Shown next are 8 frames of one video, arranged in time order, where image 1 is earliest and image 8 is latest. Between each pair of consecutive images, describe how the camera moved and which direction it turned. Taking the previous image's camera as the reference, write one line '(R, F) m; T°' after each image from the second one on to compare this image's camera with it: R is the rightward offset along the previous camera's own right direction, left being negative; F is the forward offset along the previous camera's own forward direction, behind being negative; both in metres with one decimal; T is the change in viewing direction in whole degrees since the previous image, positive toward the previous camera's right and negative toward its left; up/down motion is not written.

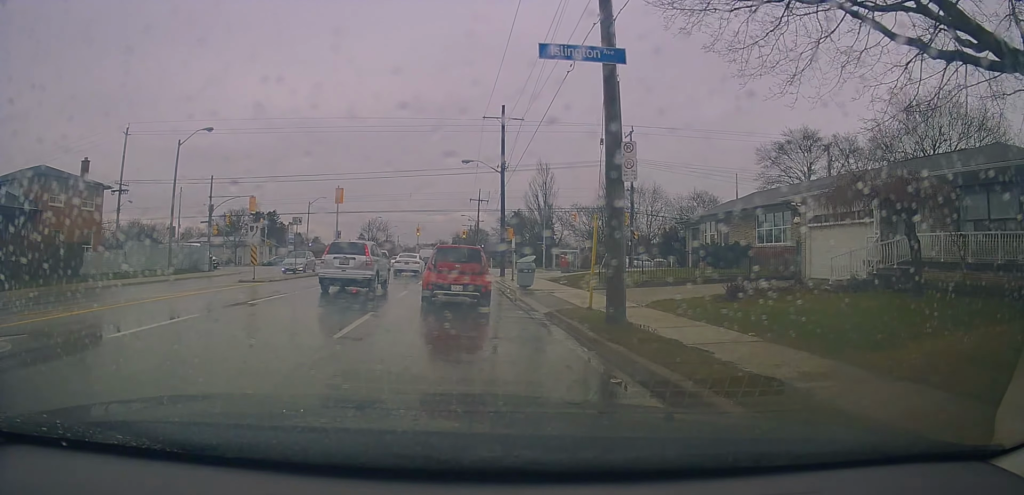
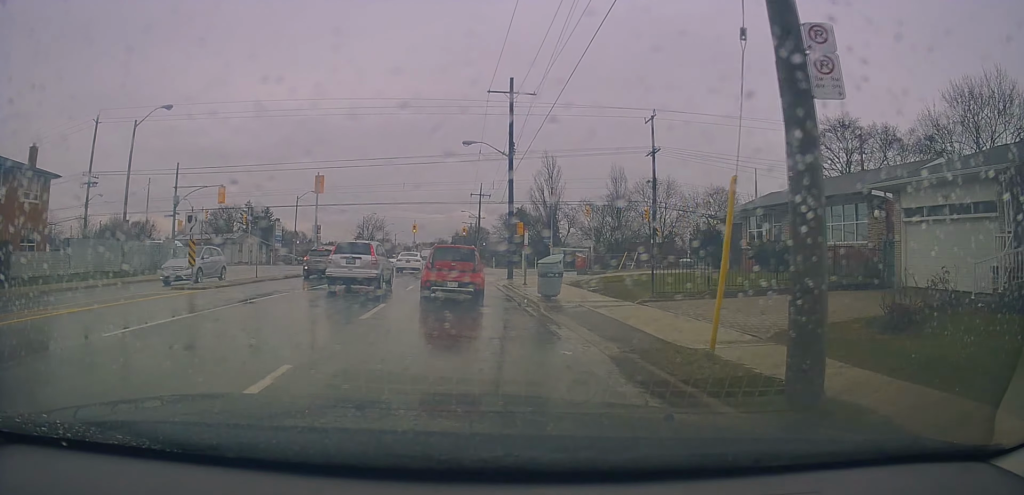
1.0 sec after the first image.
(0.0, +5.8) m; +3°
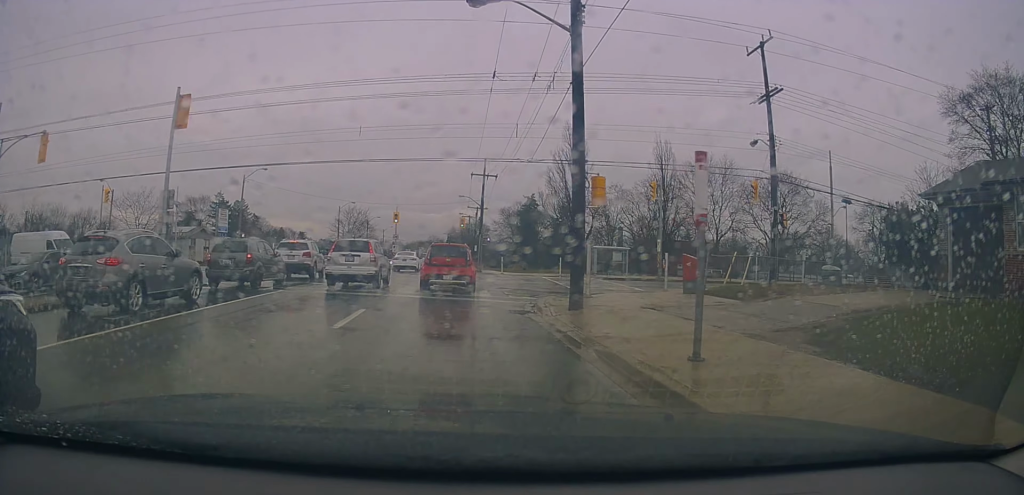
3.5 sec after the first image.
(+0.2, +20.0) m; -2°
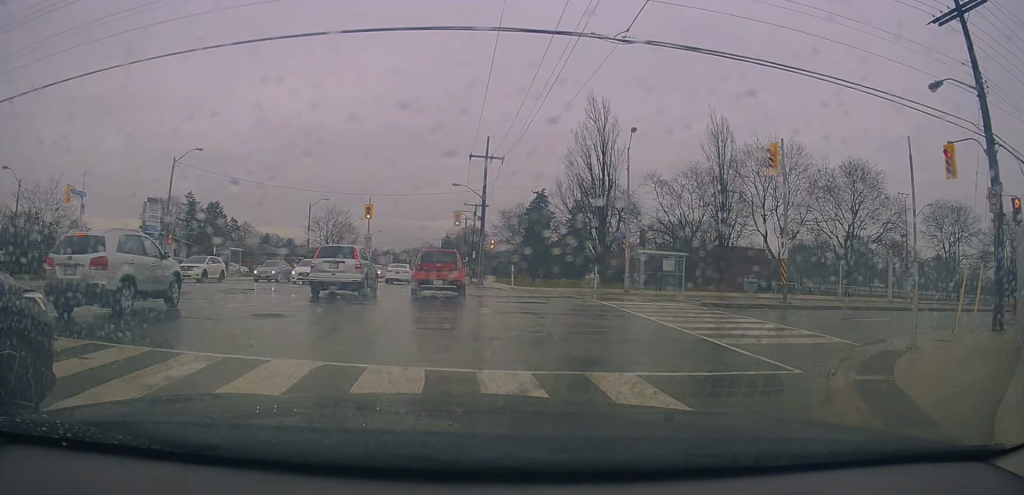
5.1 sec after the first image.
(-0.1, +14.0) m; +1°
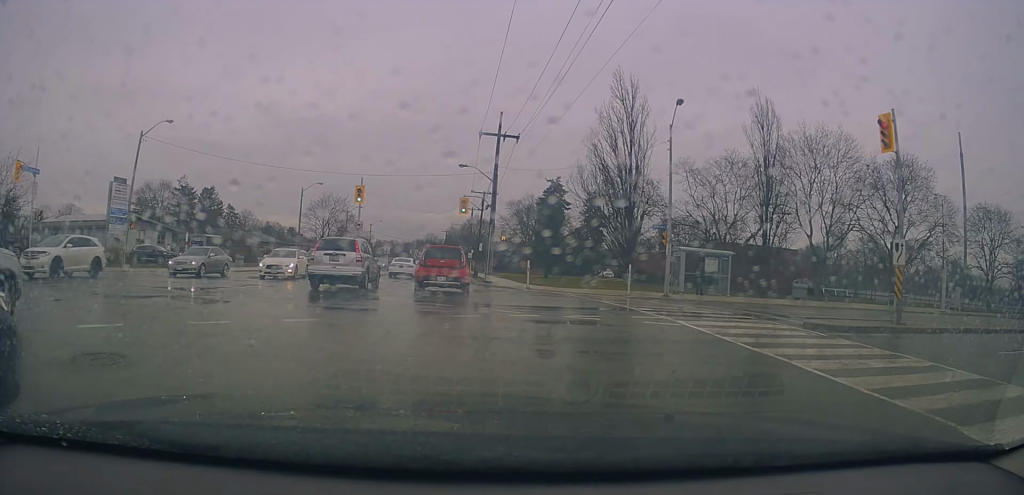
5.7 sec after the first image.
(+0.1, +5.8) m; +1°
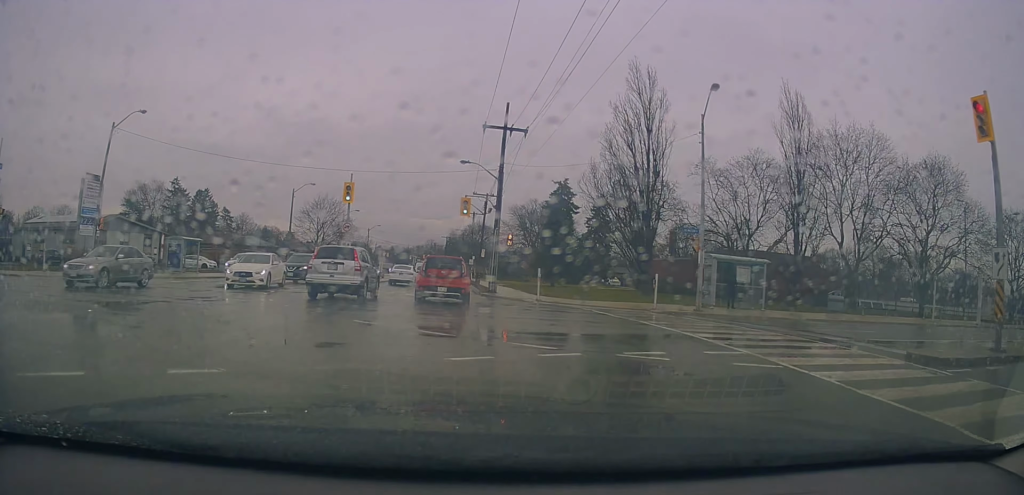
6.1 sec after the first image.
(+0.2, +4.0) m; 0°
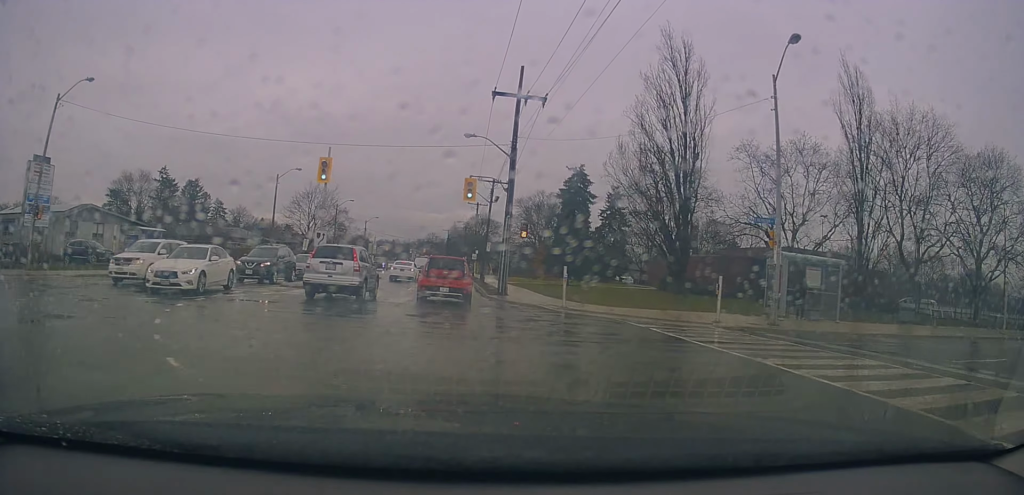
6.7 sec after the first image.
(0.0, +6.5) m; -1°
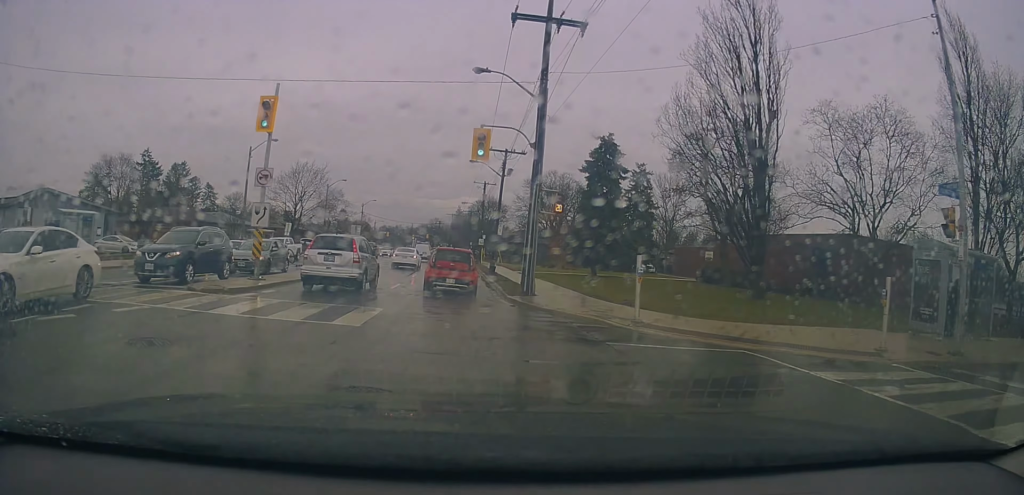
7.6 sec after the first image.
(-0.2, +9.3) m; -1°
